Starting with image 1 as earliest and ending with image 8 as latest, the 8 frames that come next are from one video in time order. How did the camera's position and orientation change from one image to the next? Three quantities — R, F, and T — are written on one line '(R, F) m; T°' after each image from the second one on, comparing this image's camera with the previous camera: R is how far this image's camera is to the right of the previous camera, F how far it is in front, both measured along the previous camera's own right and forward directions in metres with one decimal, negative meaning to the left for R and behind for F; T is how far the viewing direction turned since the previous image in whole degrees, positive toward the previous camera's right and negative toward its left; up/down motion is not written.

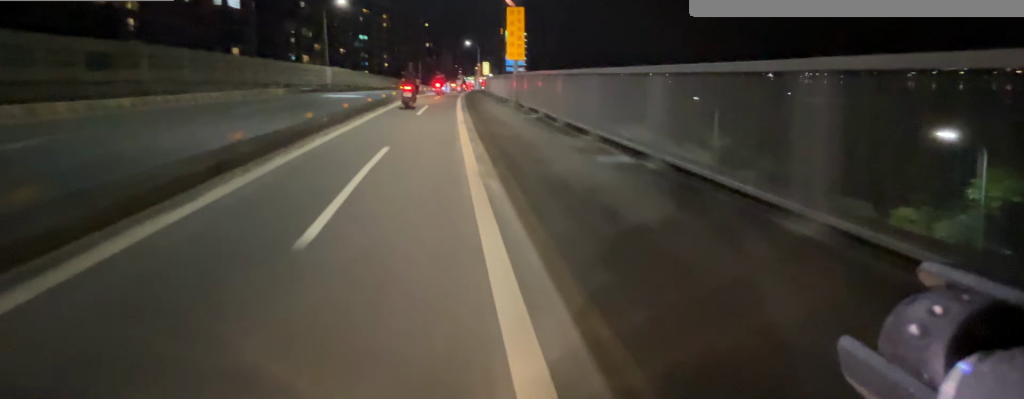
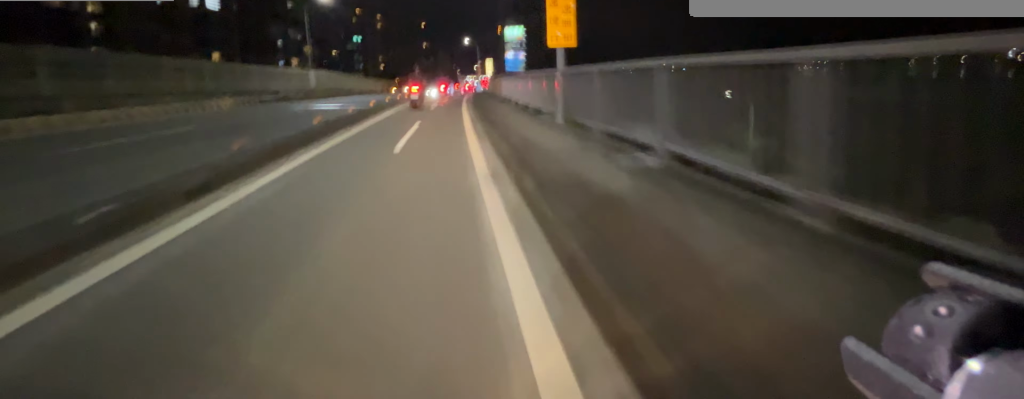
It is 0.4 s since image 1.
(0.0, +6.5) m; +1°
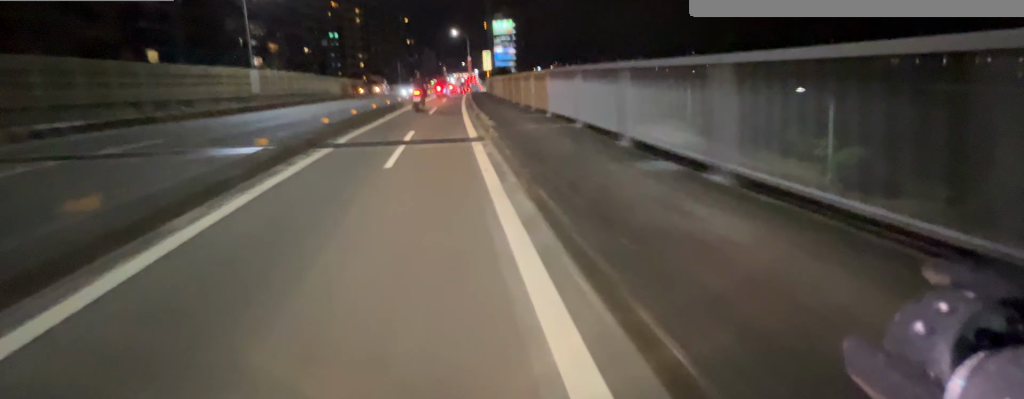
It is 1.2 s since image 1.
(+0.2, +11.7) m; +1°
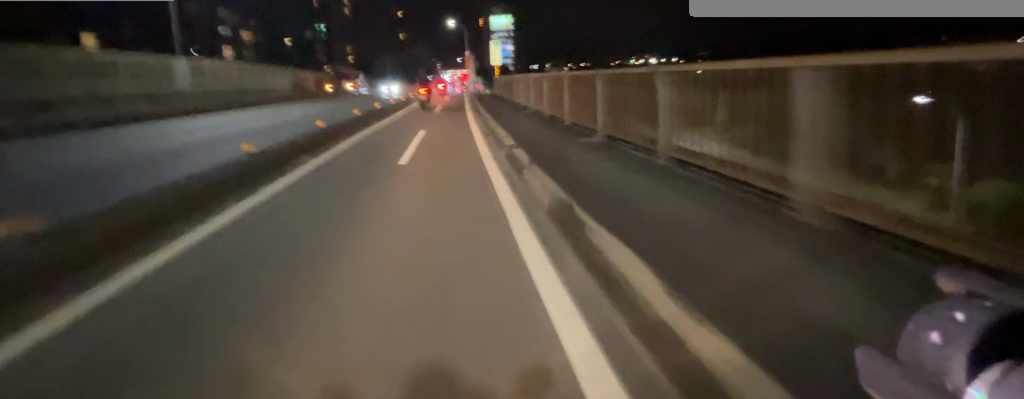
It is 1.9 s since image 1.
(+0.1, +9.7) m; +1°
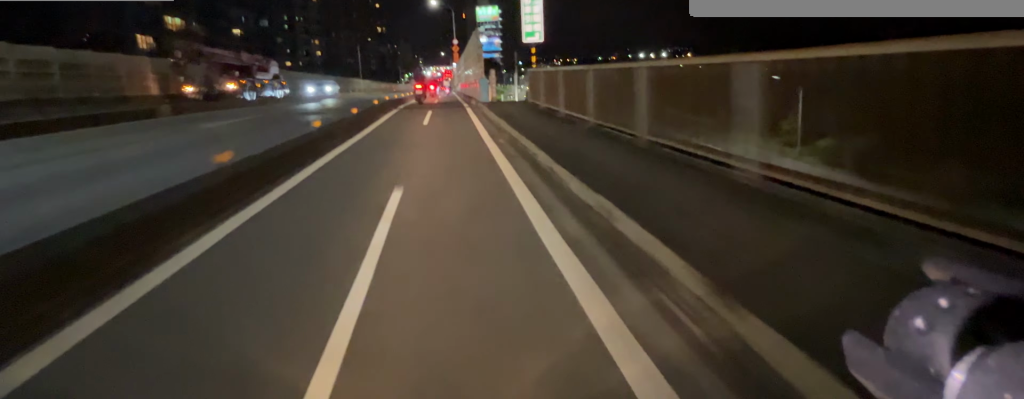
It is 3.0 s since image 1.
(+0.1, +16.0) m; +1°
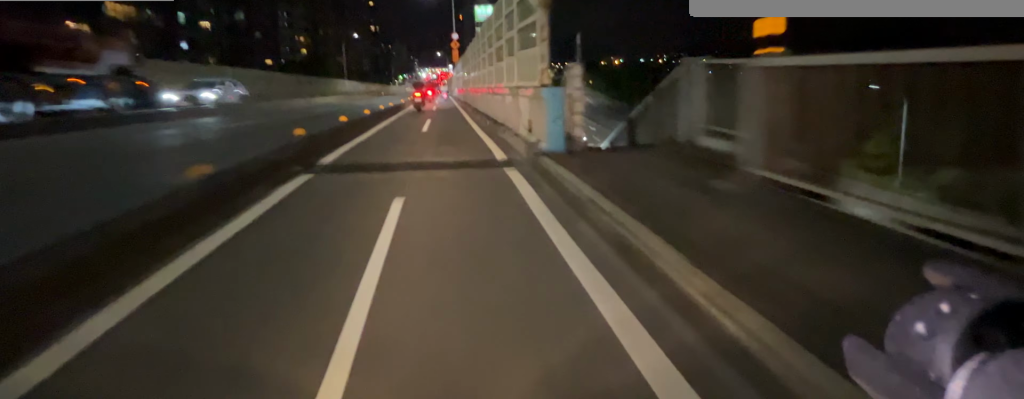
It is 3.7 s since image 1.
(0.0, +10.3) m; 0°
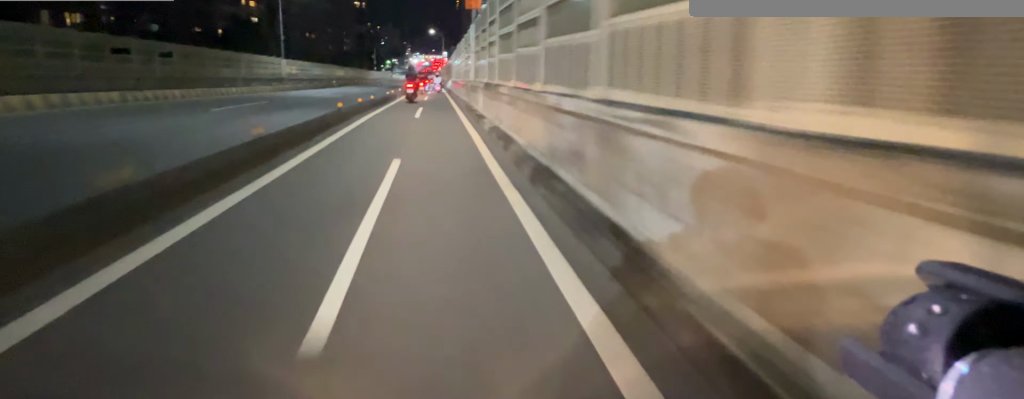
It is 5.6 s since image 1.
(+0.2, +28.7) m; 0°
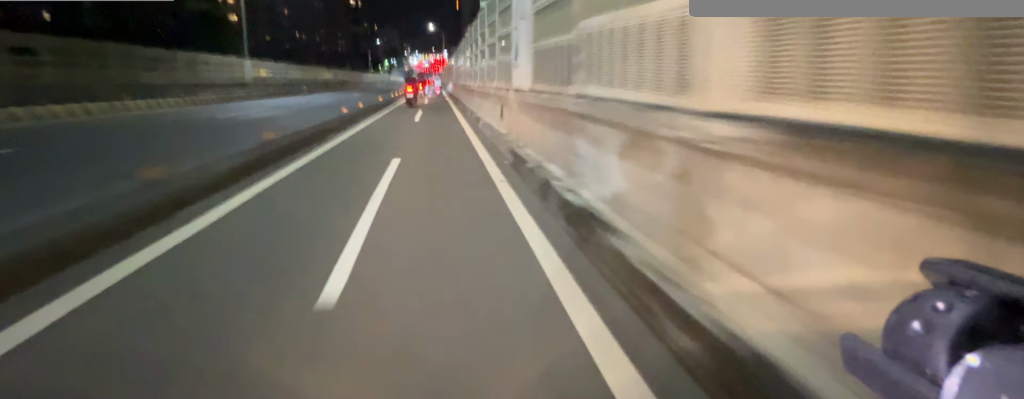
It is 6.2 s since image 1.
(-0.1, +9.8) m; 0°
